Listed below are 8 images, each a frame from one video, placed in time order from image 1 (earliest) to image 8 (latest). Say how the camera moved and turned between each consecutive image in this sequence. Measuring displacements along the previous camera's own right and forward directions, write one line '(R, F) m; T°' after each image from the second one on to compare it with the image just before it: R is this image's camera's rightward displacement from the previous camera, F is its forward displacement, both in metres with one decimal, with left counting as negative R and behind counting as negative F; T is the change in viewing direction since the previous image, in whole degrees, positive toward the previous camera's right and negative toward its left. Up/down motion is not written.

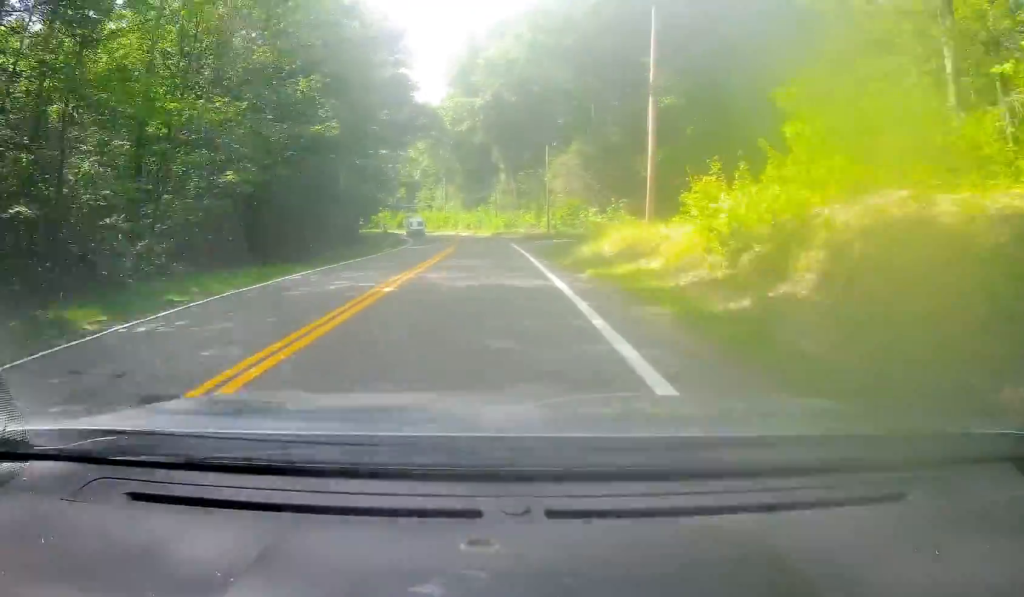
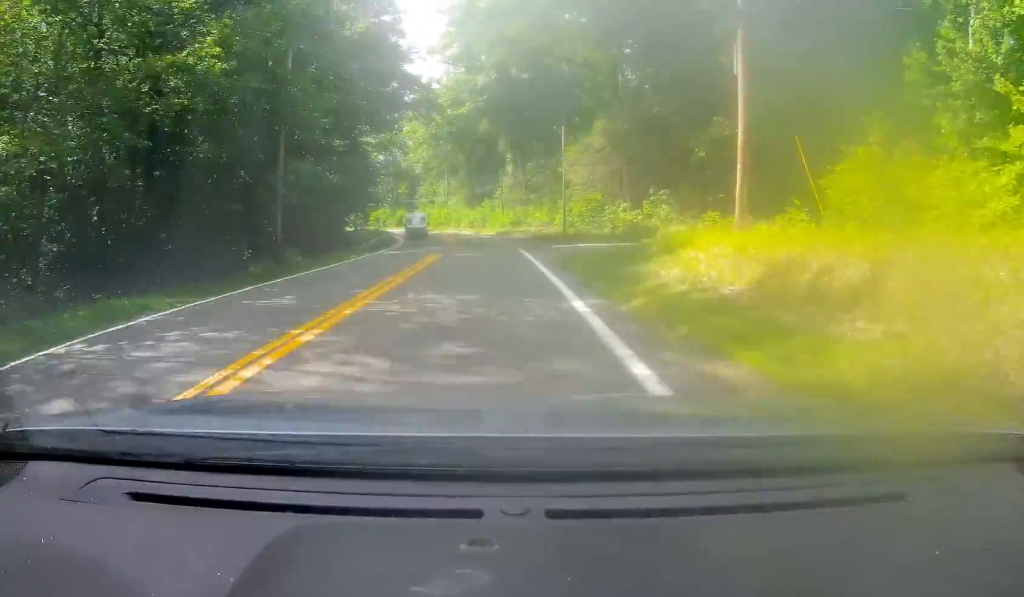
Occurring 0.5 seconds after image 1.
(0.0, +10.8) m; 0°
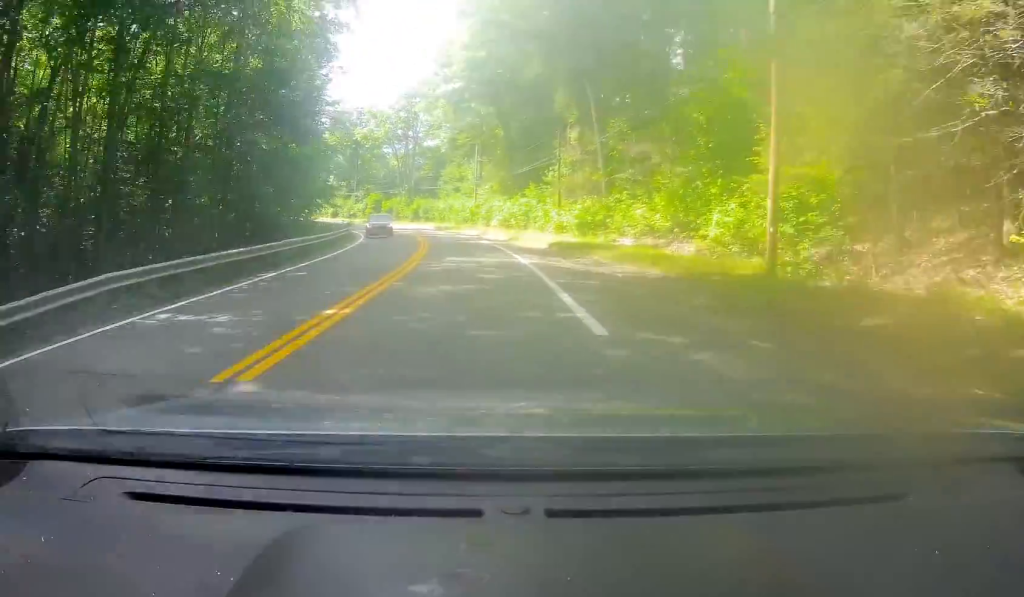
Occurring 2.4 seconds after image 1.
(-0.5, +36.5) m; -1°
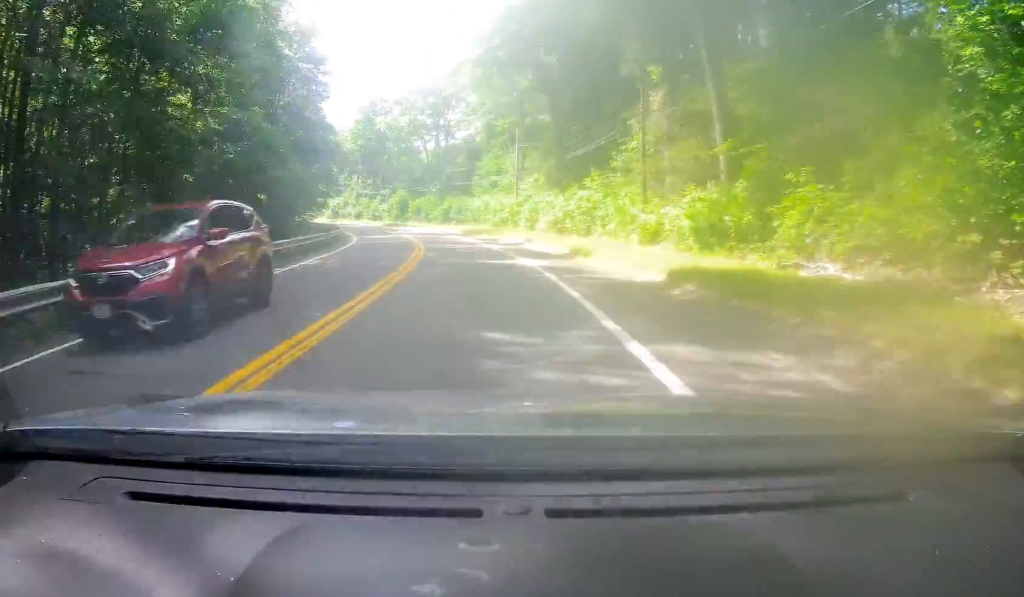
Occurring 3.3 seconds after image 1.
(+0.1, +17.2) m; -3°
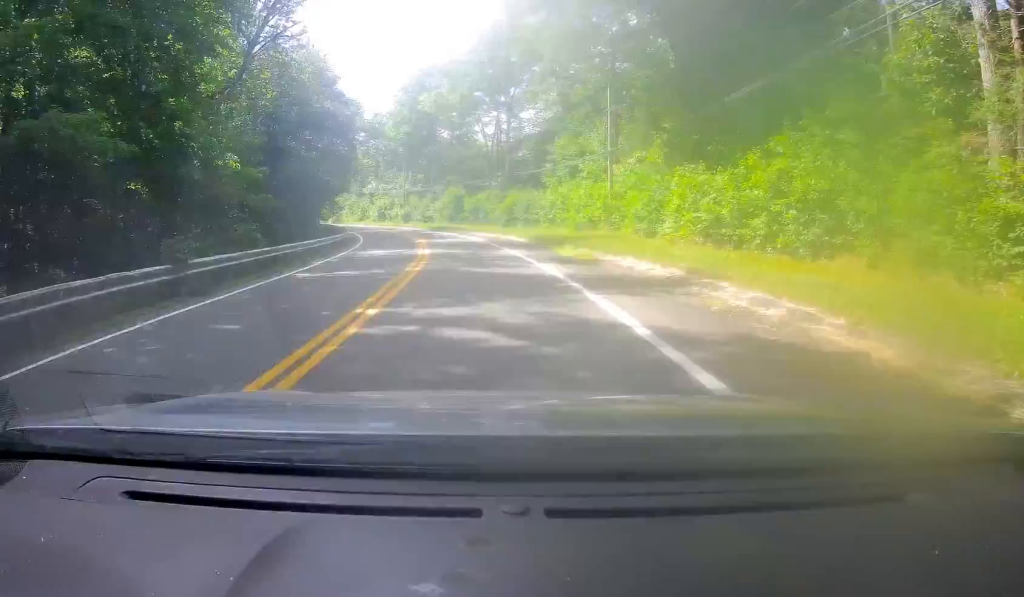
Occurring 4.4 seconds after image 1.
(-1.7, +21.8) m; -8°
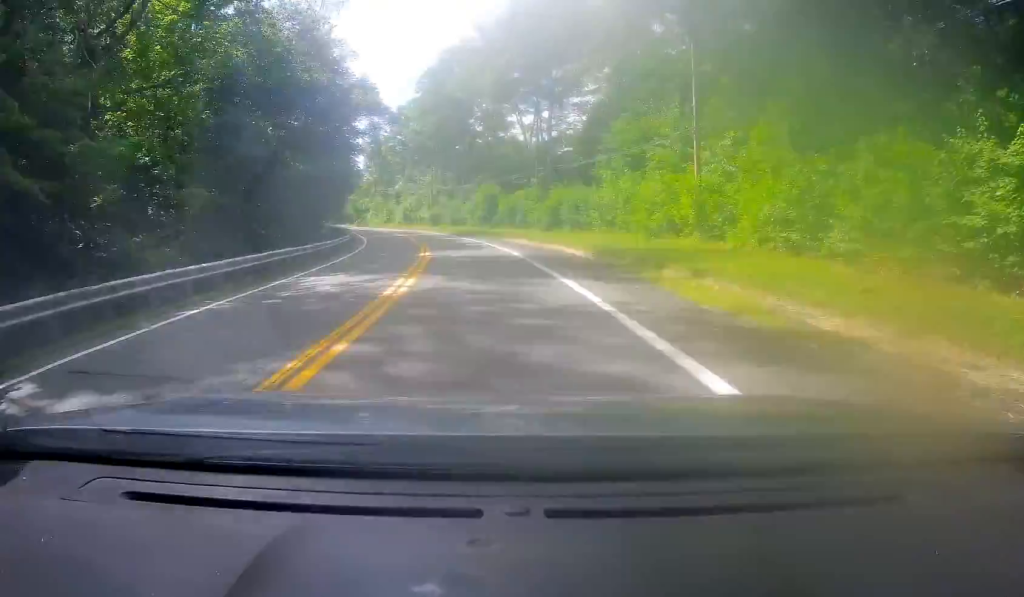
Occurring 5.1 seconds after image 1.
(-0.8, +13.2) m; -3°
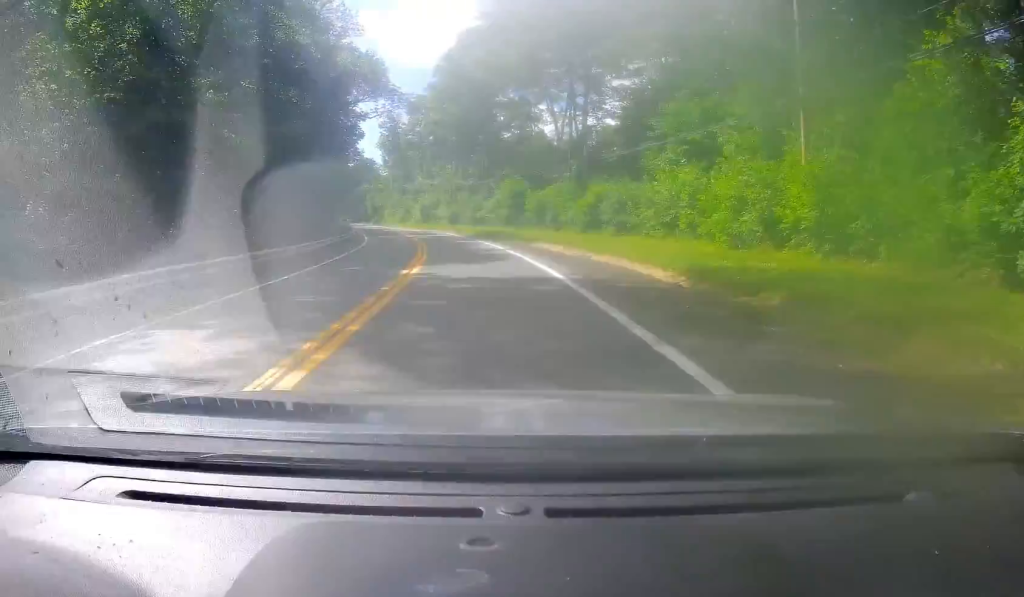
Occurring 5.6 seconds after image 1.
(-0.1, +9.0) m; -2°
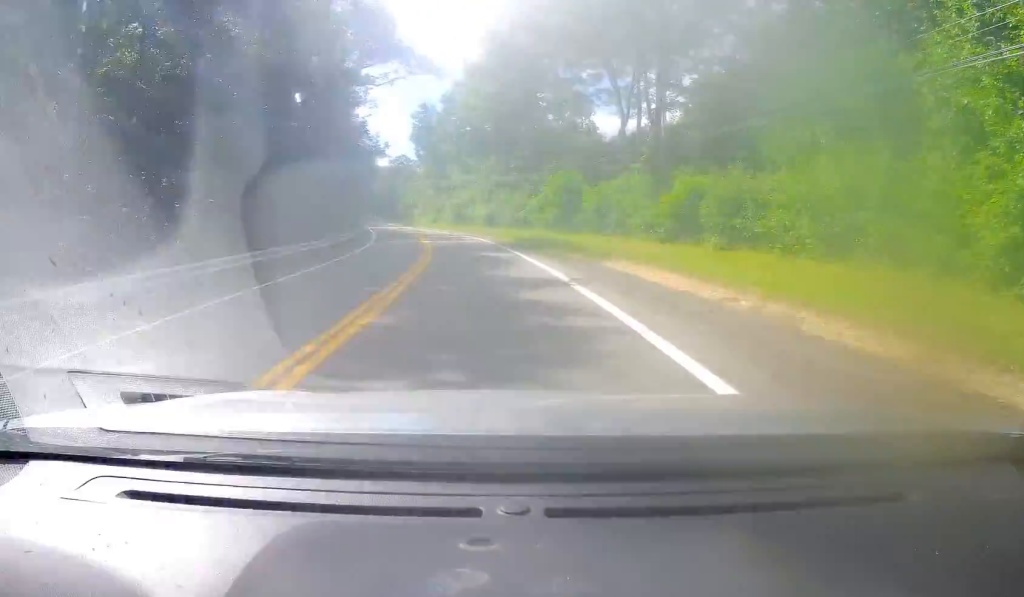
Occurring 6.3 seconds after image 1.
(+0.1, +14.2) m; -3°
